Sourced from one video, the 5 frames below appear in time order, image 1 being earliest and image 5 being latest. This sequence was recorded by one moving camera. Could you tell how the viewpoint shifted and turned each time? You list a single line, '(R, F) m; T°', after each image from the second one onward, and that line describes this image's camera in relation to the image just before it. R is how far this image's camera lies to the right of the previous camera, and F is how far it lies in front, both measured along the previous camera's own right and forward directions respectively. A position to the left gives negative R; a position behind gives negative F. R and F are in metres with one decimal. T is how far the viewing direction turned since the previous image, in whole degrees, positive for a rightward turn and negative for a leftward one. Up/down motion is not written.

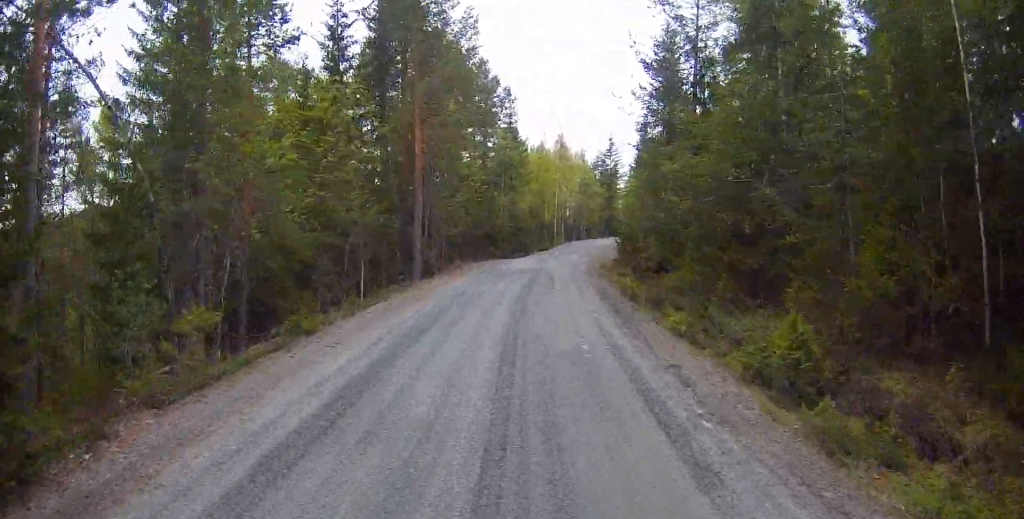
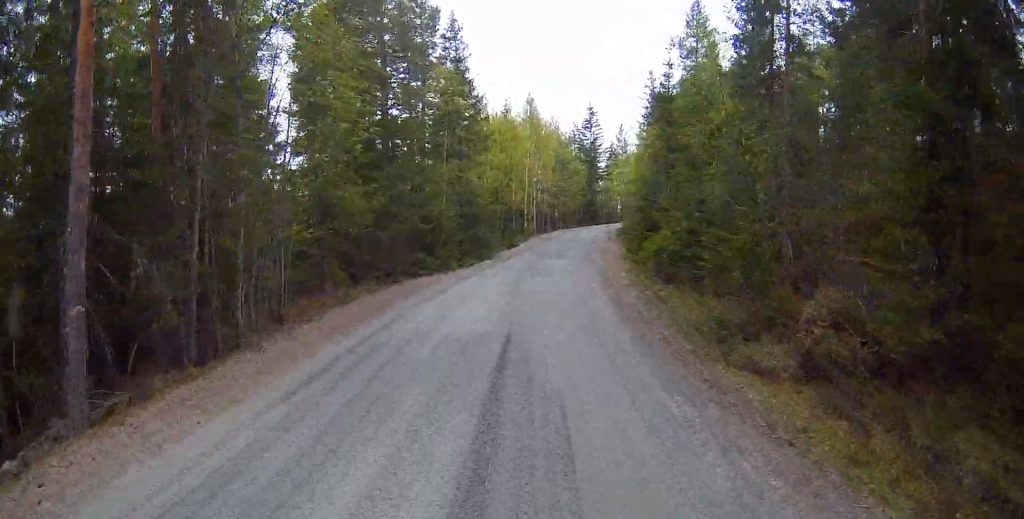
(+0.1, +18.1) m; +2°
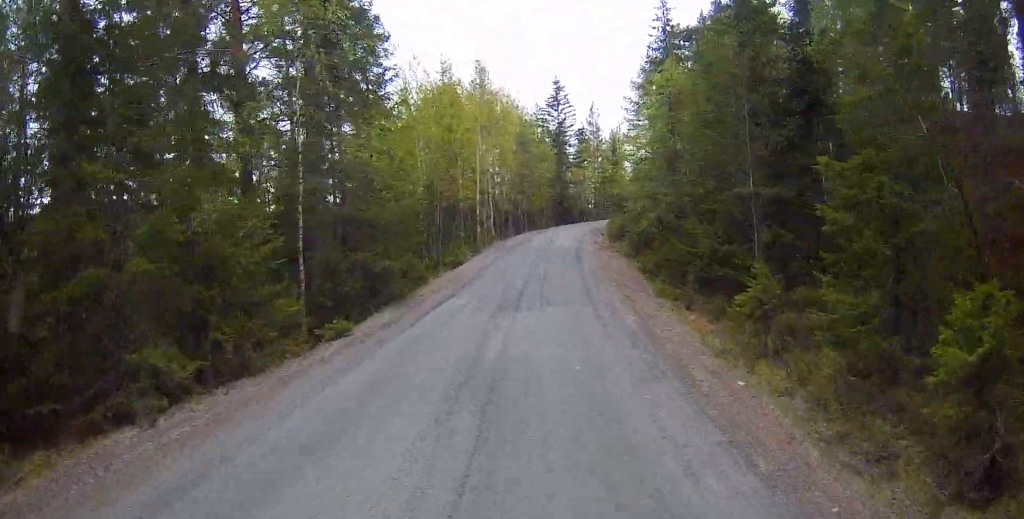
(+0.8, +16.2) m; +4°
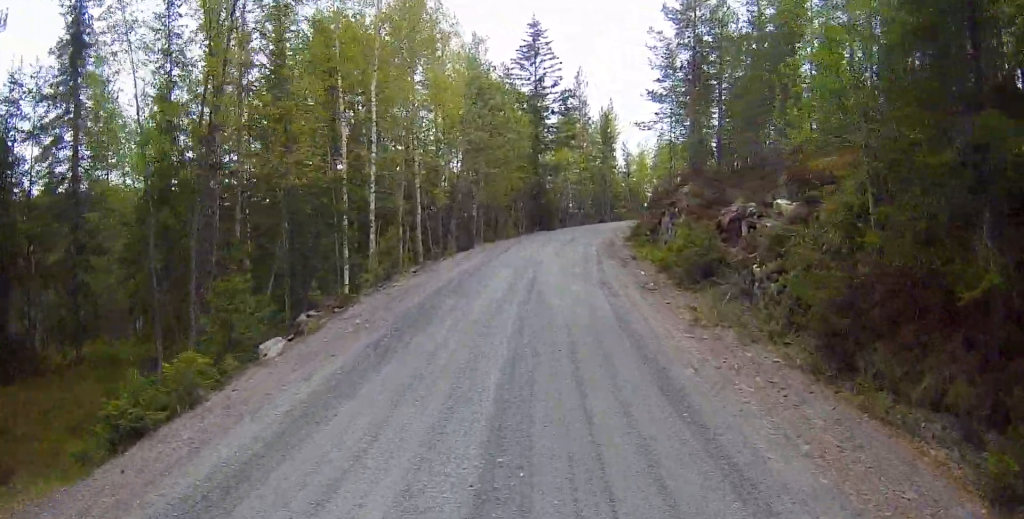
(+0.6, +22.9) m; +3°
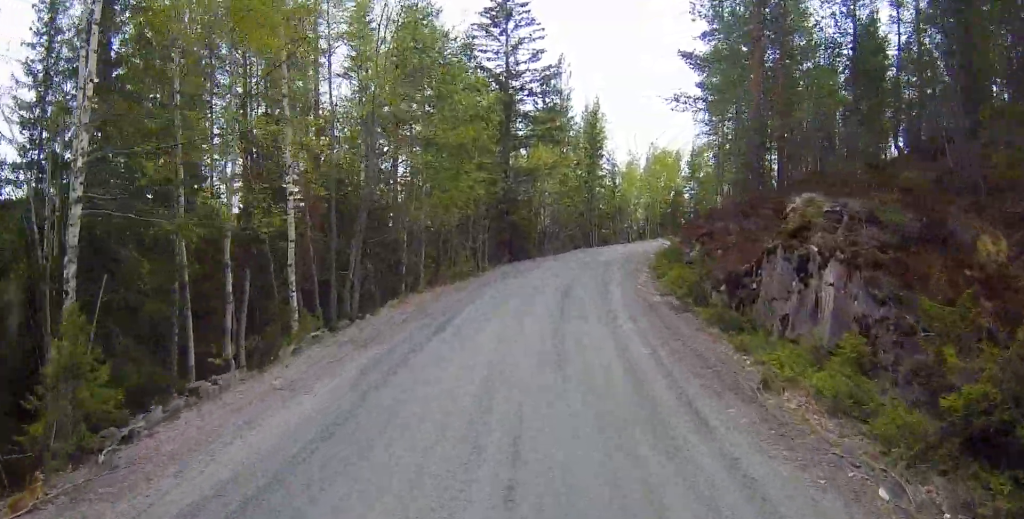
(+0.1, +13.2) m; +2°
